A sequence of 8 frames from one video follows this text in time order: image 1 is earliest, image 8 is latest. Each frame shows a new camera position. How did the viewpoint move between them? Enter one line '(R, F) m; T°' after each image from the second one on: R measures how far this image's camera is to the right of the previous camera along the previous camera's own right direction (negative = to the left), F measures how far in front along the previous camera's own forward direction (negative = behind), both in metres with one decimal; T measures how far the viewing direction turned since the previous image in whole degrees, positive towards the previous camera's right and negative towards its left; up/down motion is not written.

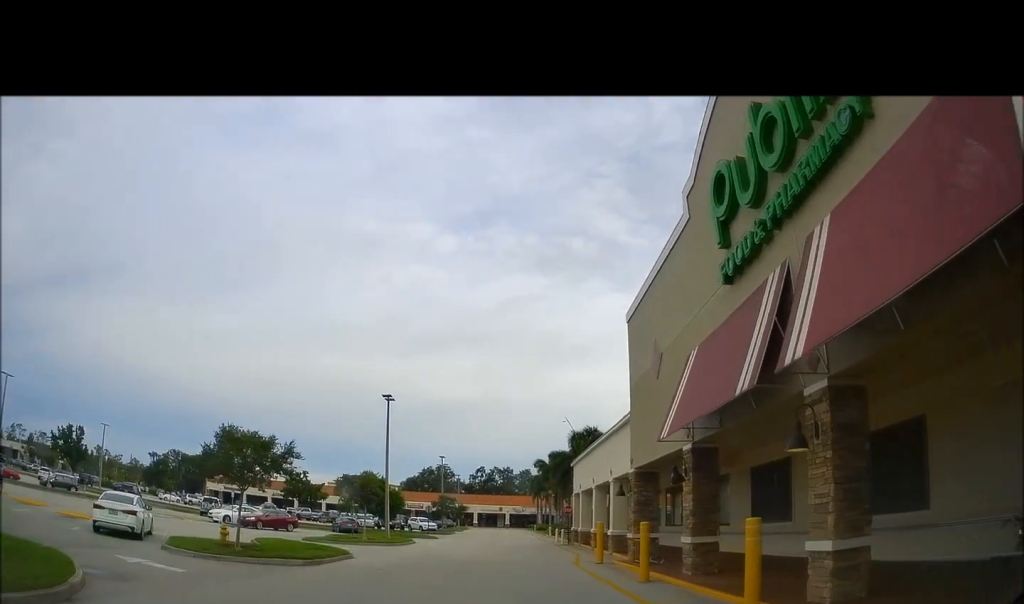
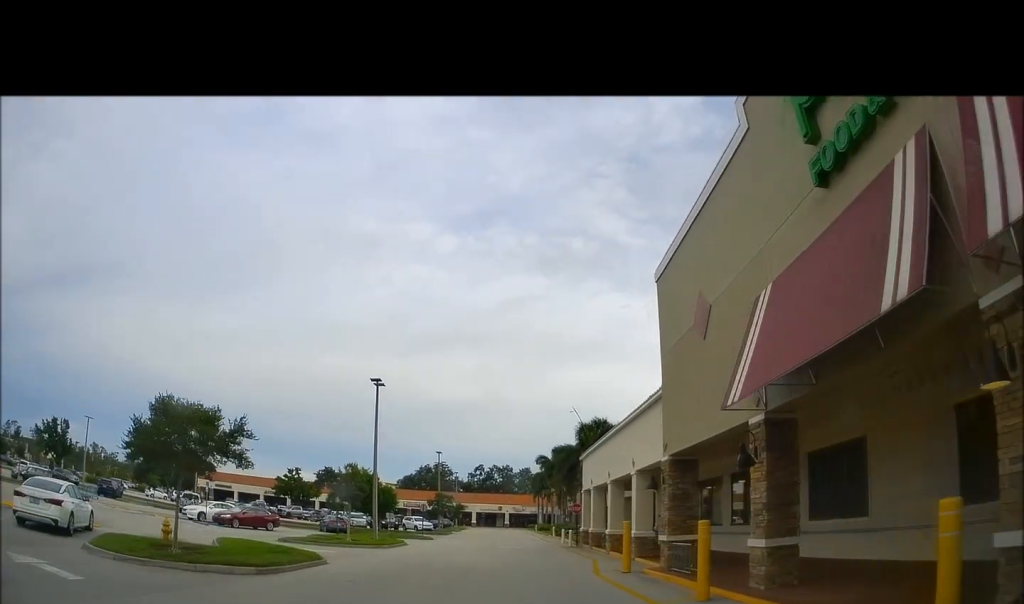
(-0.1, +3.4) m; -2°
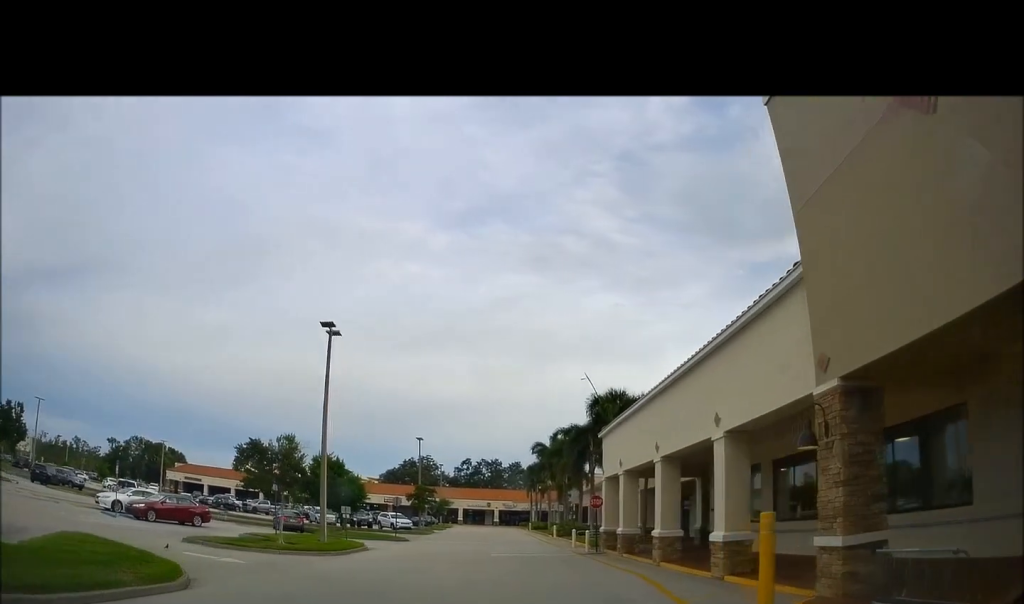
(-0.2, +8.5) m; -1°
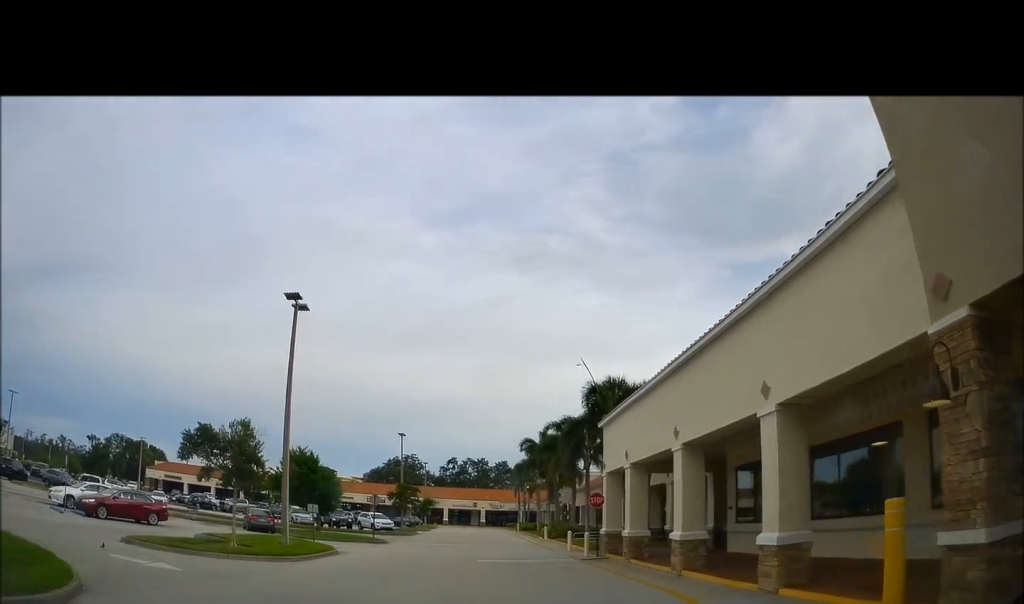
(0.0, +3.2) m; +3°
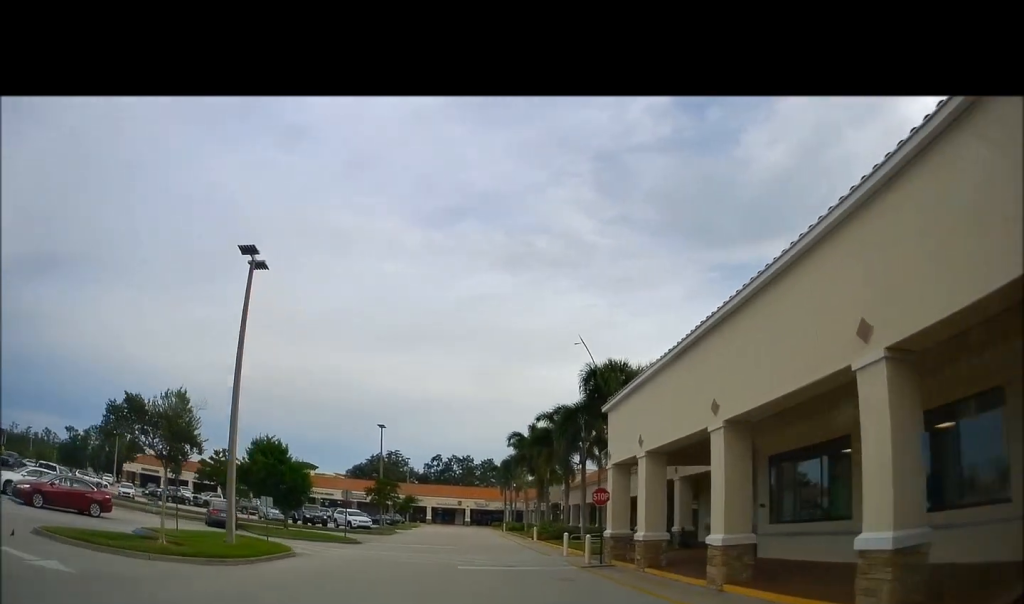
(-0.2, +3.6) m; +5°
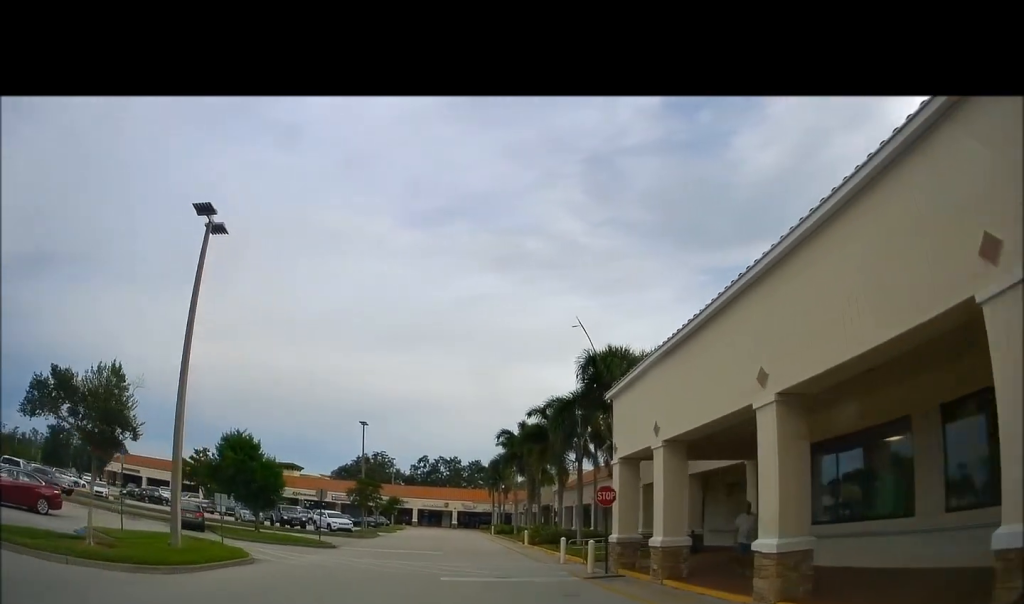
(+0.3, +2.8) m; +2°
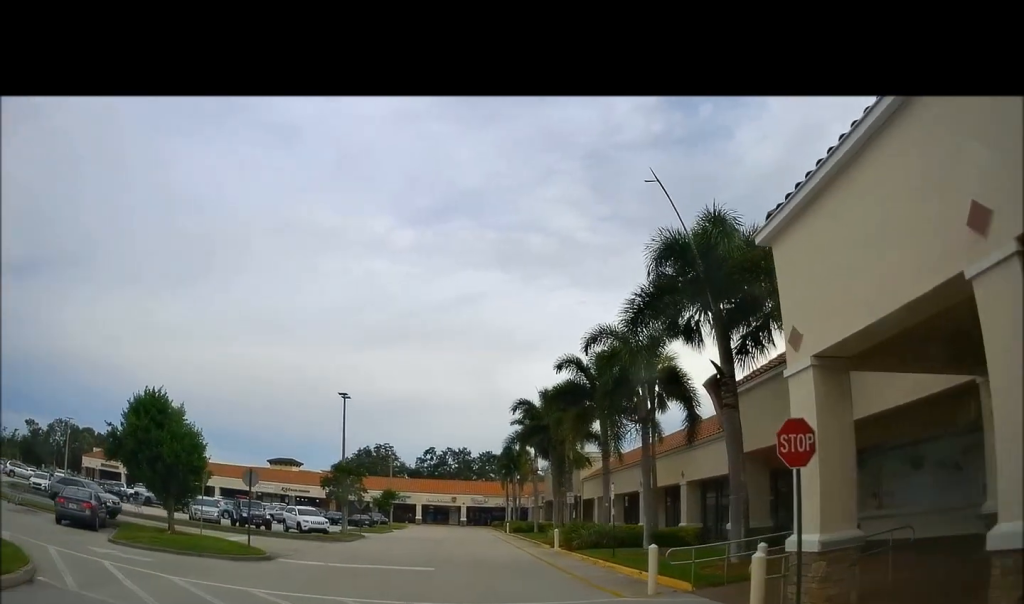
(+0.3, +11.5) m; -1°
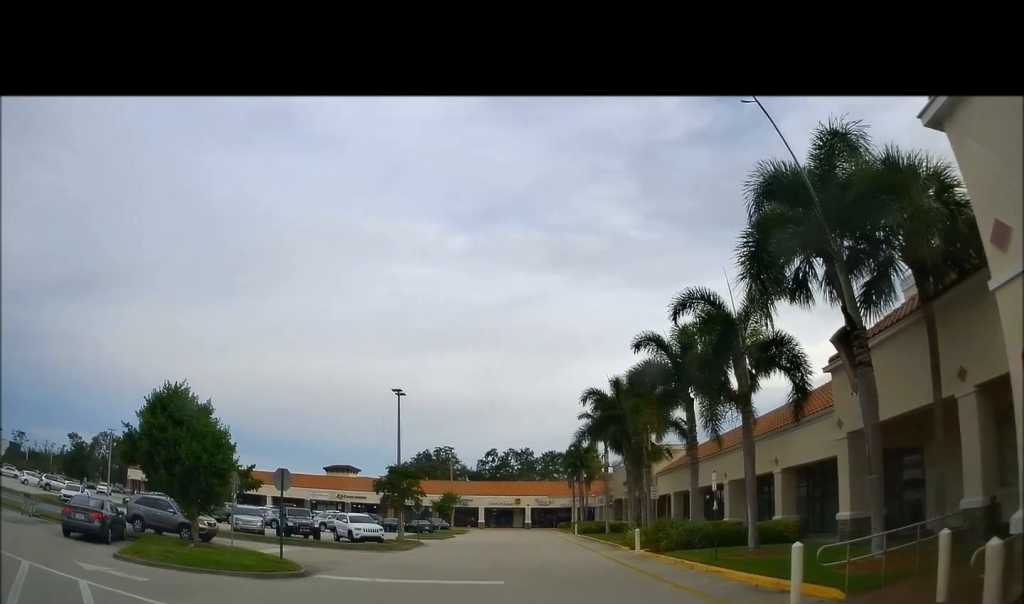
(0.0, +4.7) m; 0°
